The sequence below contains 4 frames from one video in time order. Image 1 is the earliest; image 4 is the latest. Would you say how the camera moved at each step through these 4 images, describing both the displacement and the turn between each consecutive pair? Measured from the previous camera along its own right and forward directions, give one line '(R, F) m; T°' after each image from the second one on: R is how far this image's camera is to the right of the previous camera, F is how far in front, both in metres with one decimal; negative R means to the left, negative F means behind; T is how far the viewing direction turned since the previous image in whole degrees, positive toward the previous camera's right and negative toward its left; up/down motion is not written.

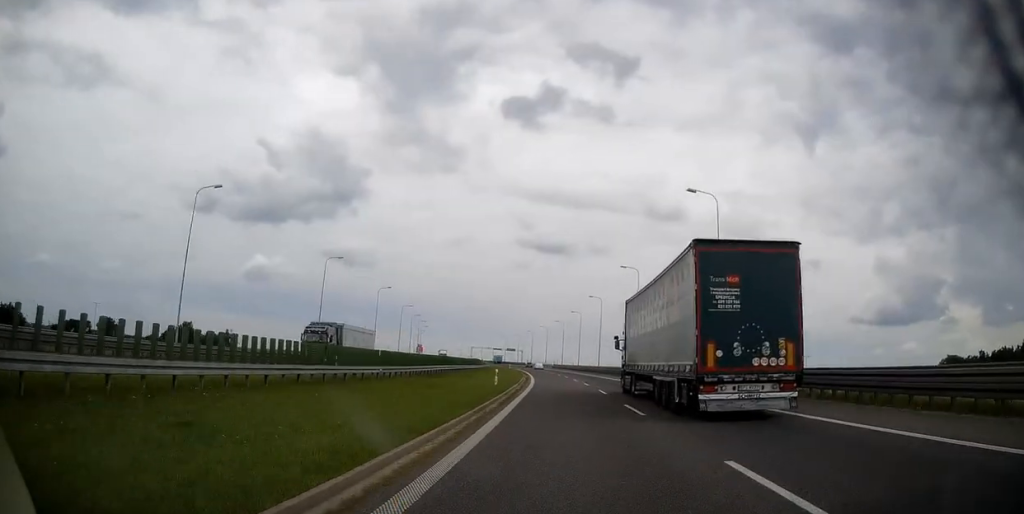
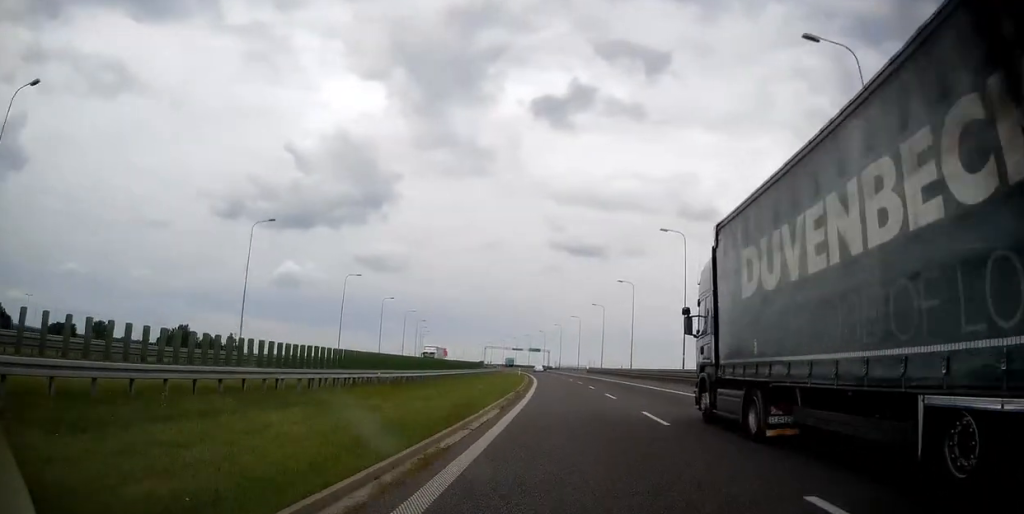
(-1.2, +50.1) m; -3°
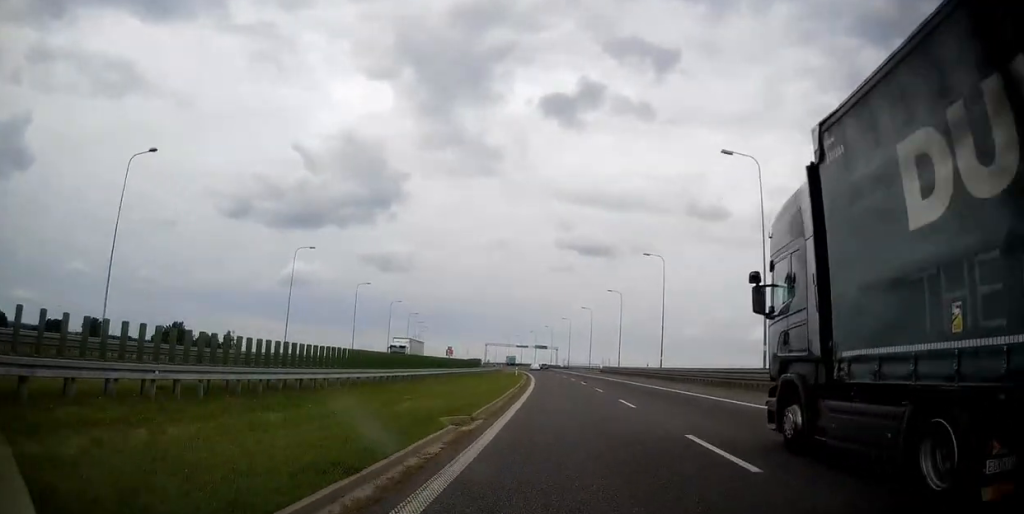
(-0.4, +18.2) m; -1°
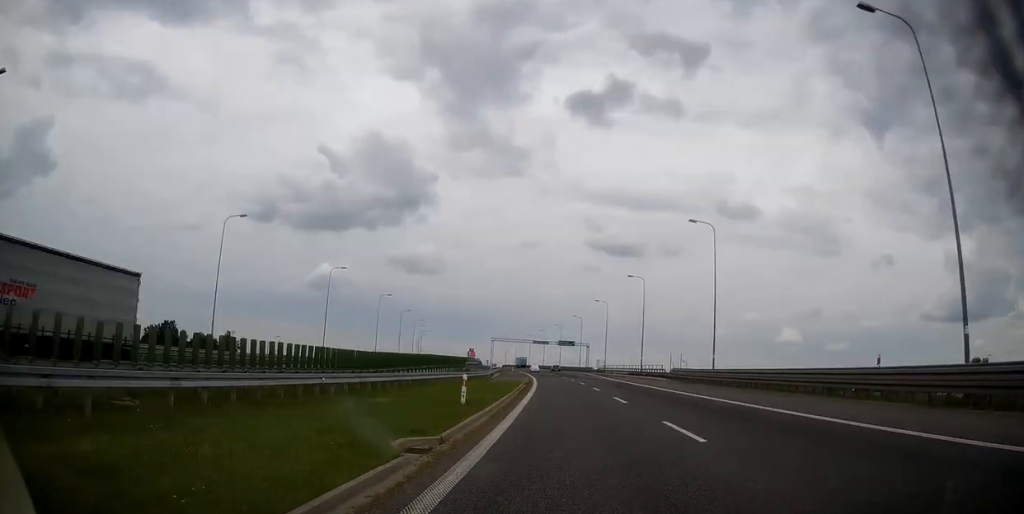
(-1.0, +44.4) m; -2°
